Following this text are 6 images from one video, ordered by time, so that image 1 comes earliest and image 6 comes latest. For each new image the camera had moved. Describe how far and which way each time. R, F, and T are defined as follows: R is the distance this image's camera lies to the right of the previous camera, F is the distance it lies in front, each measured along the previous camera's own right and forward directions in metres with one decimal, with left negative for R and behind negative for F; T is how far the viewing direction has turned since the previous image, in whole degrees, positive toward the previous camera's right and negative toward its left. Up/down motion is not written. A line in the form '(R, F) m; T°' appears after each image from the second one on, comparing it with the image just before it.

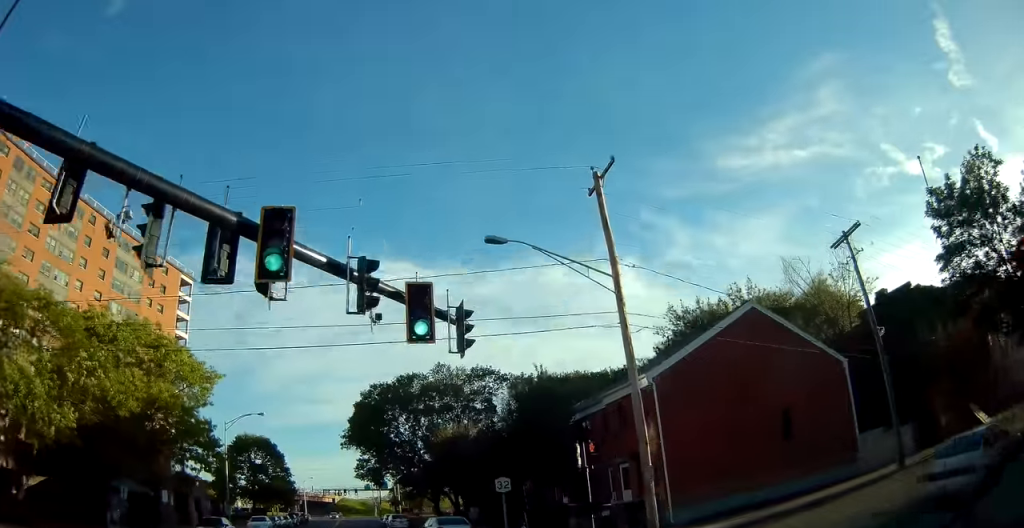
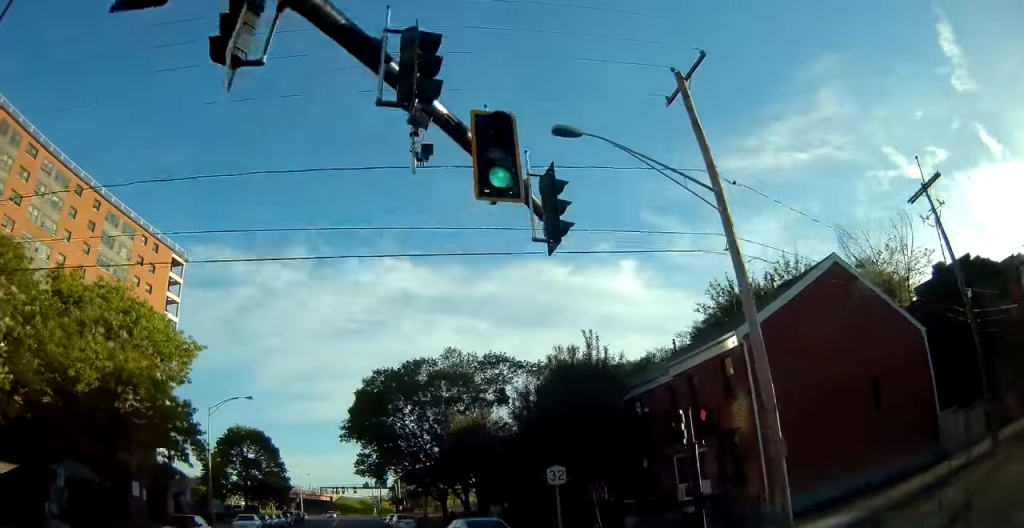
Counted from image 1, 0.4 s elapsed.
(+0.1, +5.6) m; +1°
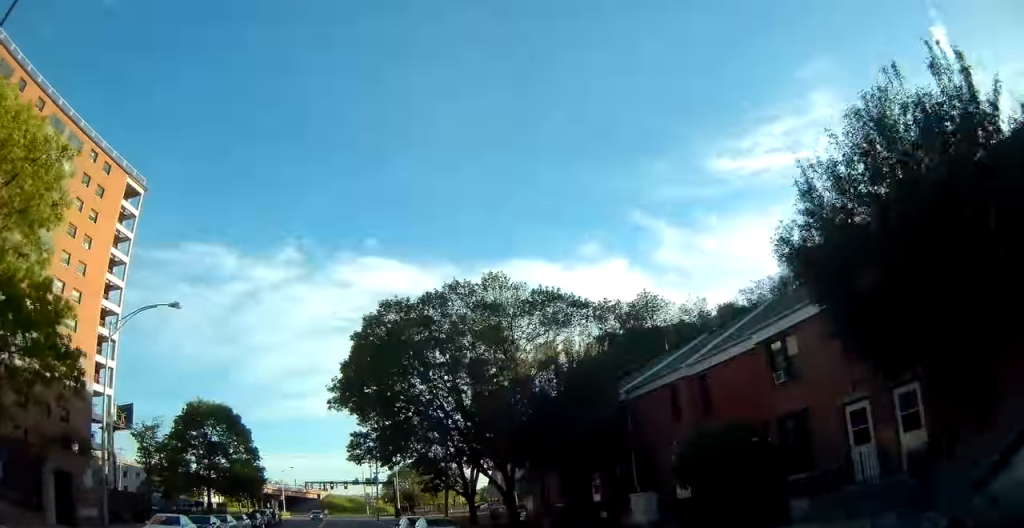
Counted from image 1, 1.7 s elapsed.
(+0.4, +17.3) m; +3°
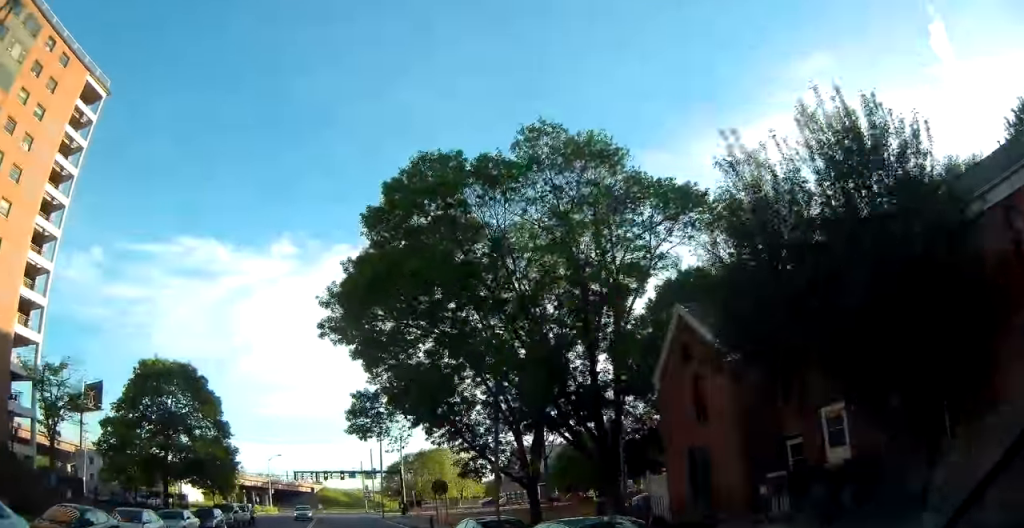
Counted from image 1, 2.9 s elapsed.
(+0.2, +15.6) m; 0°
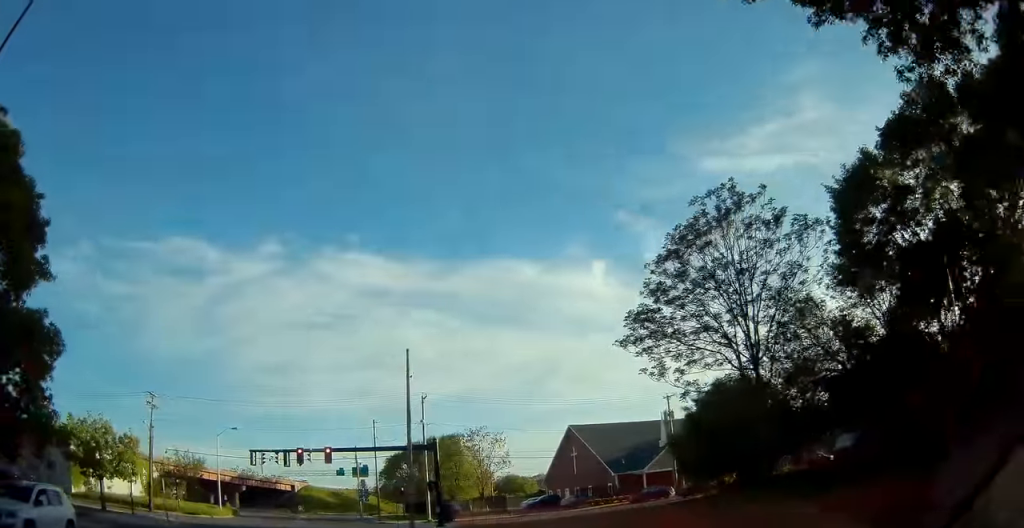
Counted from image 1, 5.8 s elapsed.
(+0.1, +32.6) m; +3°
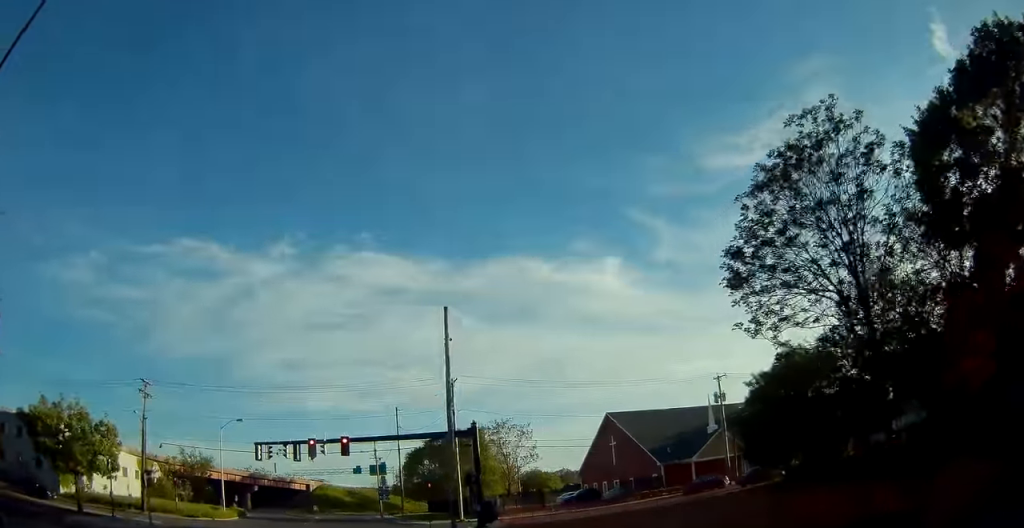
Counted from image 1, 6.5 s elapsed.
(+0.1, +6.2) m; 0°
